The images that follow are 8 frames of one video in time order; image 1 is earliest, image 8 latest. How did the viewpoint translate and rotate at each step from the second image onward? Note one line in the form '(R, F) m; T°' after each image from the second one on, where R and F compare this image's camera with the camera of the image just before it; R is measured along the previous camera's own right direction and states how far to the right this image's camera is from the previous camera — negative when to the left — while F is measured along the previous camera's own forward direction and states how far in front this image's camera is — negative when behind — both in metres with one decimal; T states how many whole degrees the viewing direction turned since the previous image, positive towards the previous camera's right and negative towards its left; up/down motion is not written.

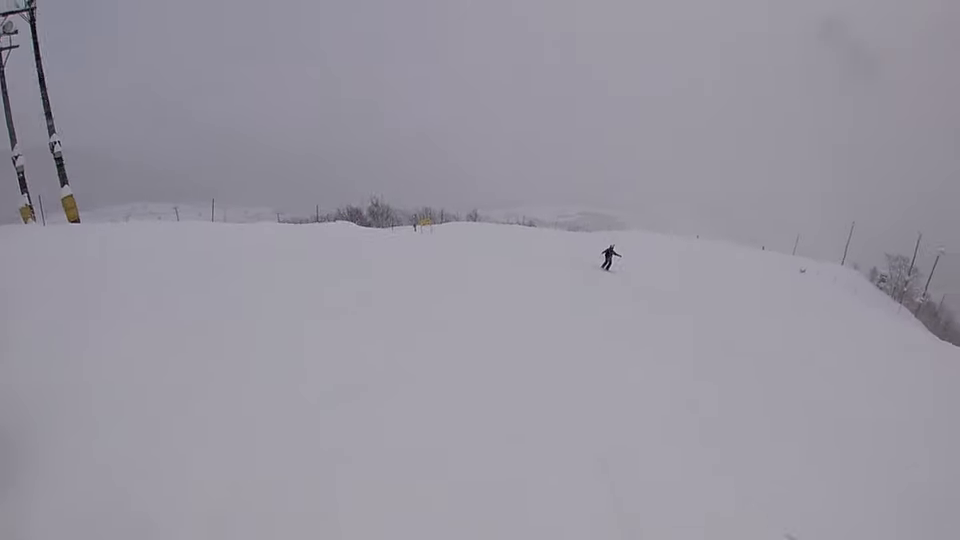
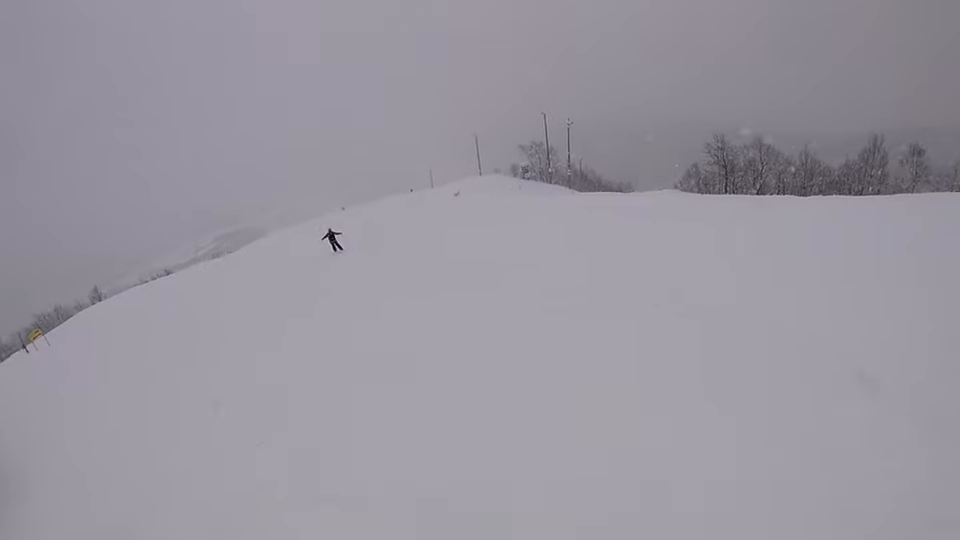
(+0.4, +8.4) m; +19°
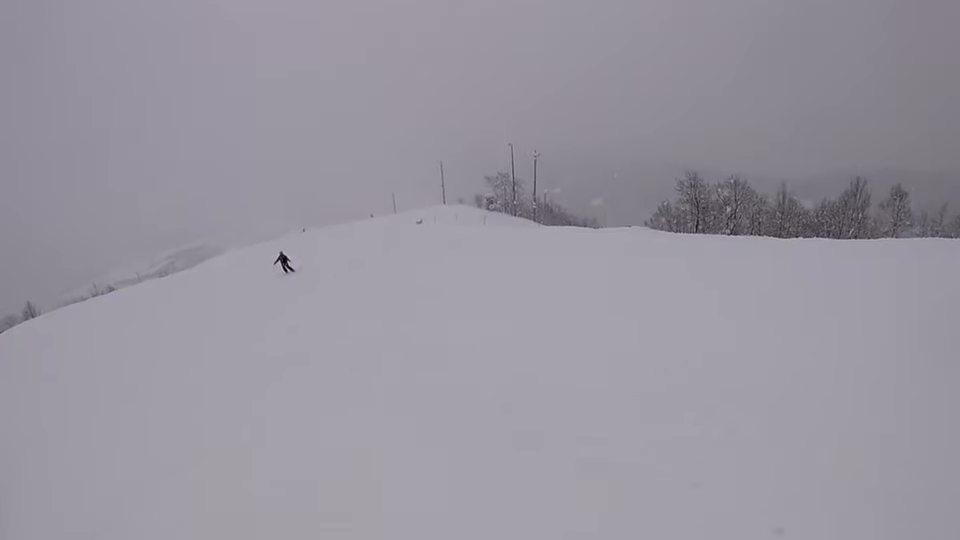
(+0.8, +3.2) m; +10°
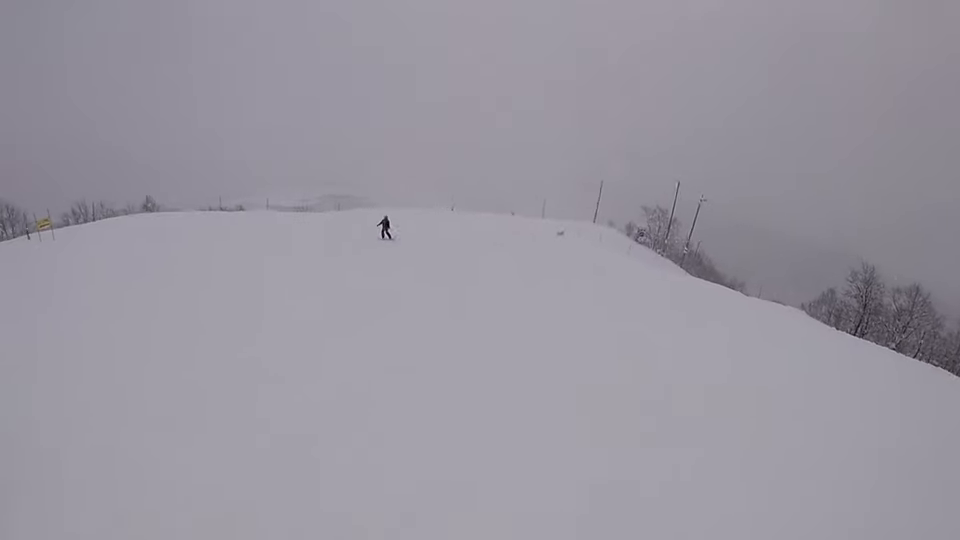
(+0.6, +4.6) m; +7°
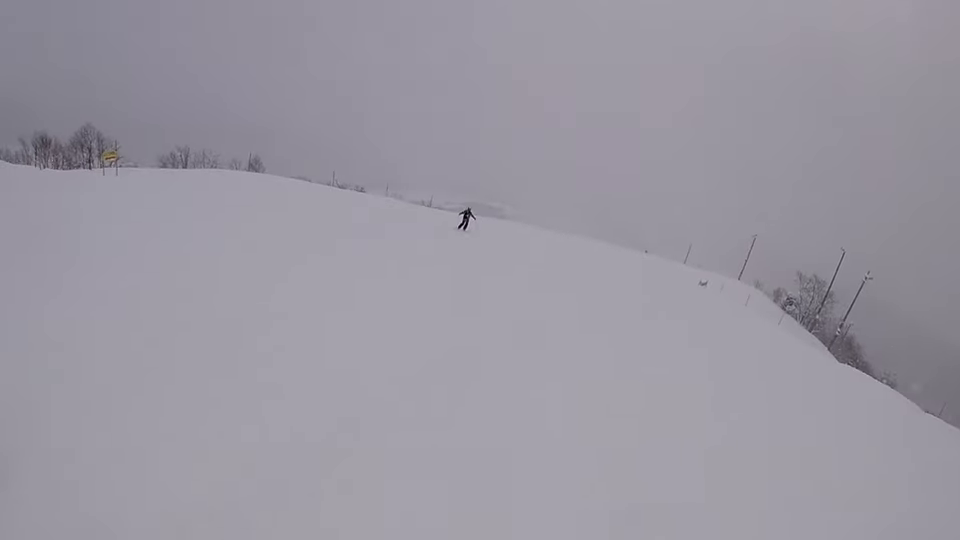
(+0.1, +7.4) m; -9°
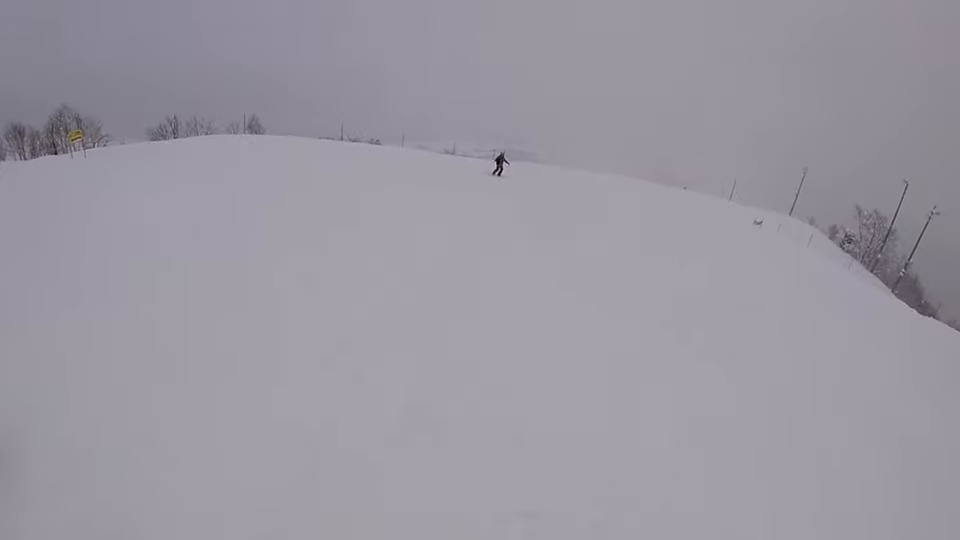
(-0.3, +4.2) m; -11°
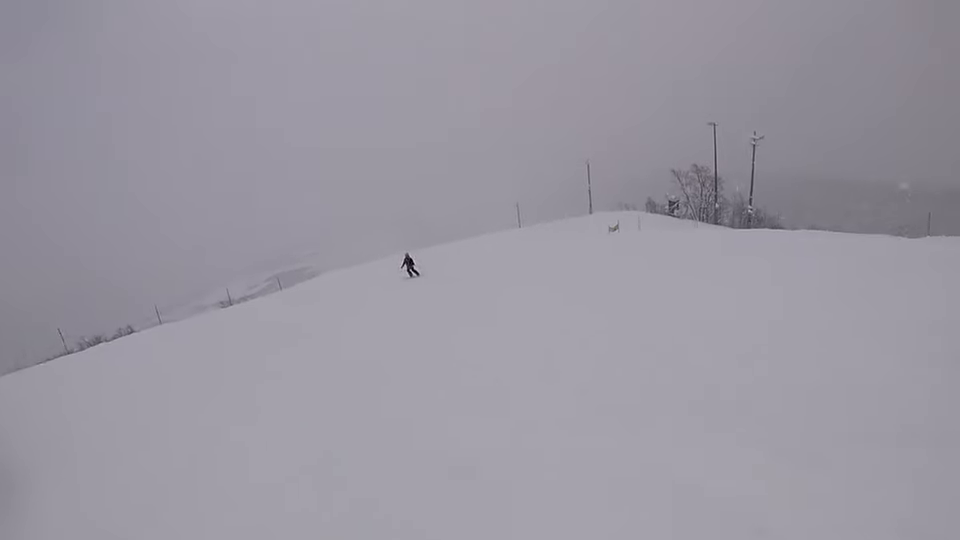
(-1.6, +16.1) m; +3°
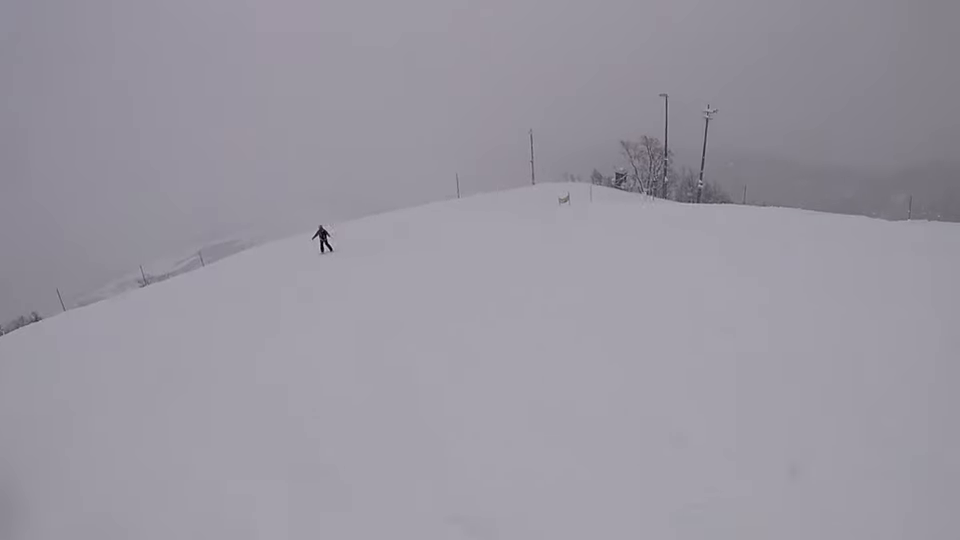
(+0.2, +3.6) m; +7°
